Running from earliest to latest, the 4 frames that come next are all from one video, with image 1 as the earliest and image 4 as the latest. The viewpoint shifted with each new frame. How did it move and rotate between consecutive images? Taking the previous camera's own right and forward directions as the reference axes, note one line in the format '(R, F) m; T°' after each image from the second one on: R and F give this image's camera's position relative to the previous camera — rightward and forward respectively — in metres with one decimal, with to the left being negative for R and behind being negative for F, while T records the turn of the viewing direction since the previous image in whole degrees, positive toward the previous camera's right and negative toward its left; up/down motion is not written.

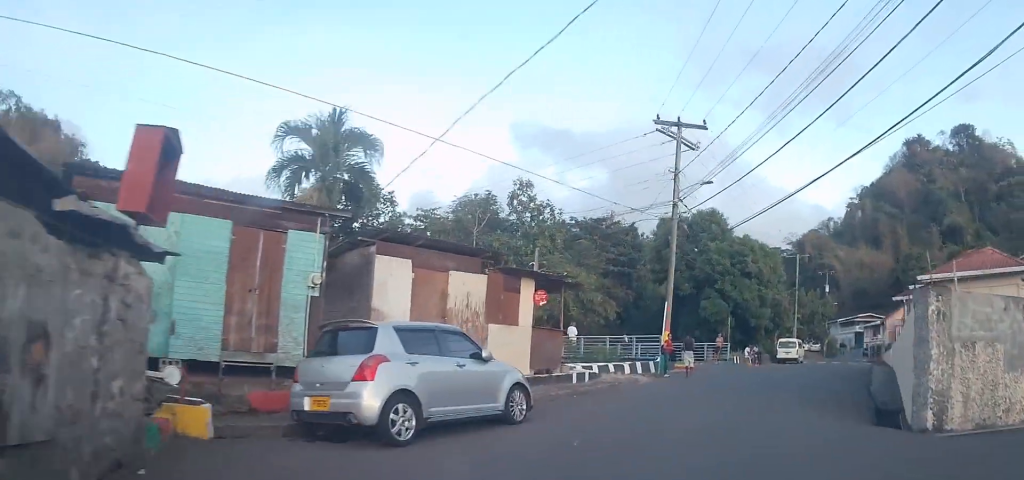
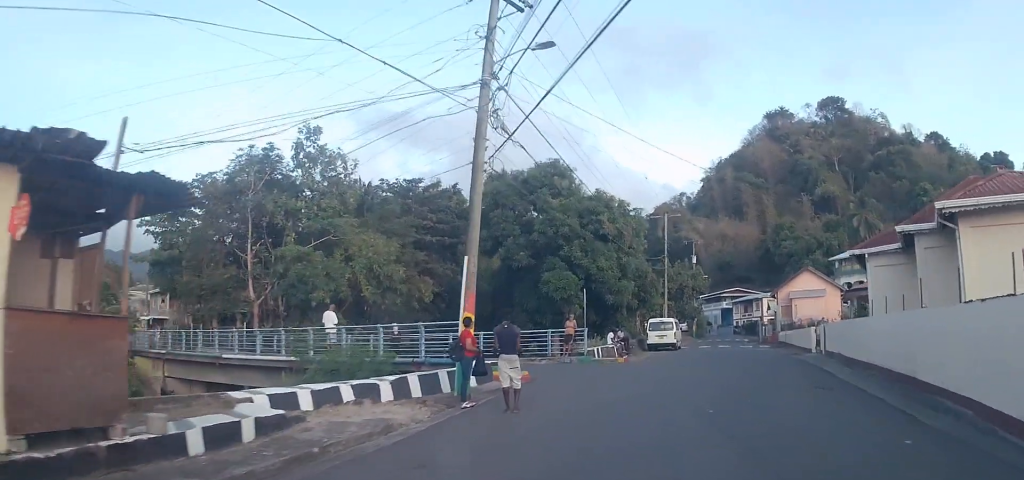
(+2.6, +11.7) m; +22°
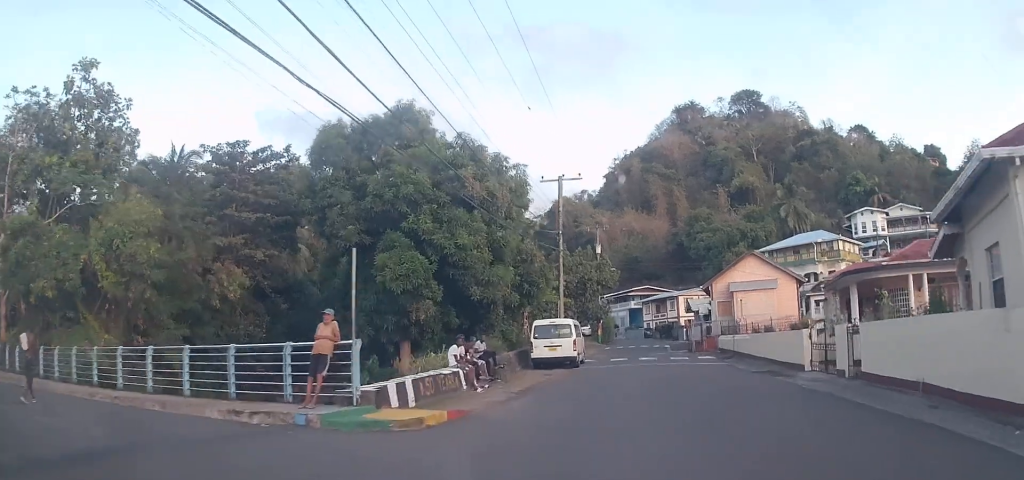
(-0.3, +12.9) m; +2°
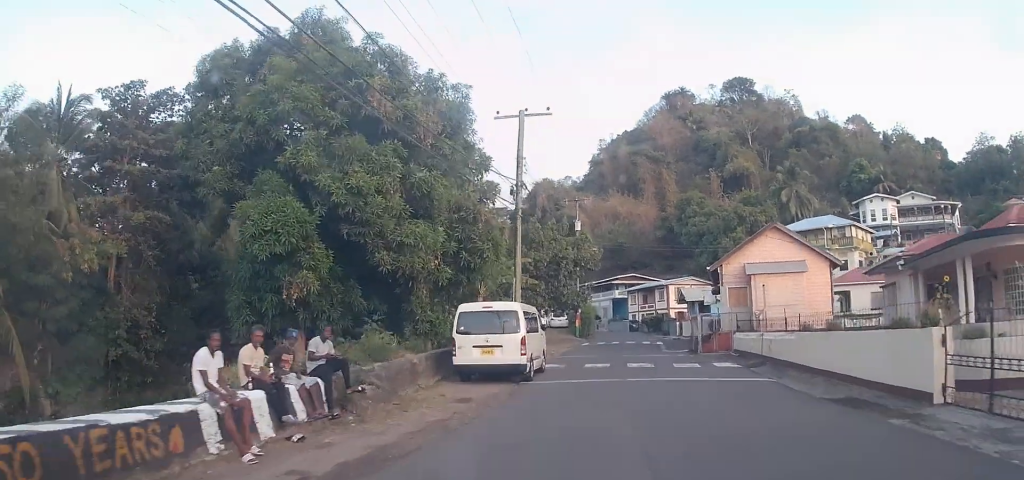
(+1.2, +9.3) m; +8°
